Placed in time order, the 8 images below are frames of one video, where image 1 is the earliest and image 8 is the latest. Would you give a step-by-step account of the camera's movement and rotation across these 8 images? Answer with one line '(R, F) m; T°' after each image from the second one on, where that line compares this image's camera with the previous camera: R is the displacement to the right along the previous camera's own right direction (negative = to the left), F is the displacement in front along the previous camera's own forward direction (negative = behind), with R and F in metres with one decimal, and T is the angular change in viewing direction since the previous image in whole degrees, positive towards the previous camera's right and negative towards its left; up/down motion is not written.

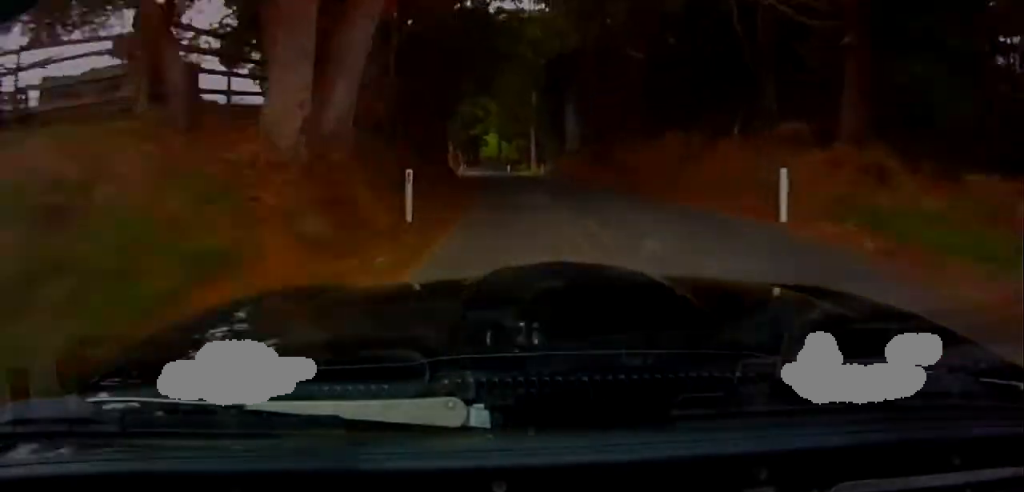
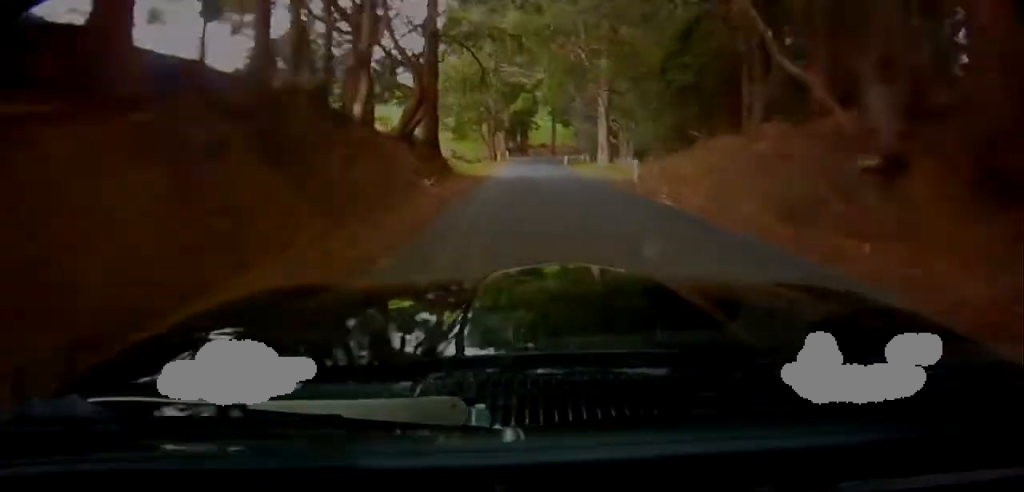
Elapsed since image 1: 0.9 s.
(-1.3, +27.1) m; -4°
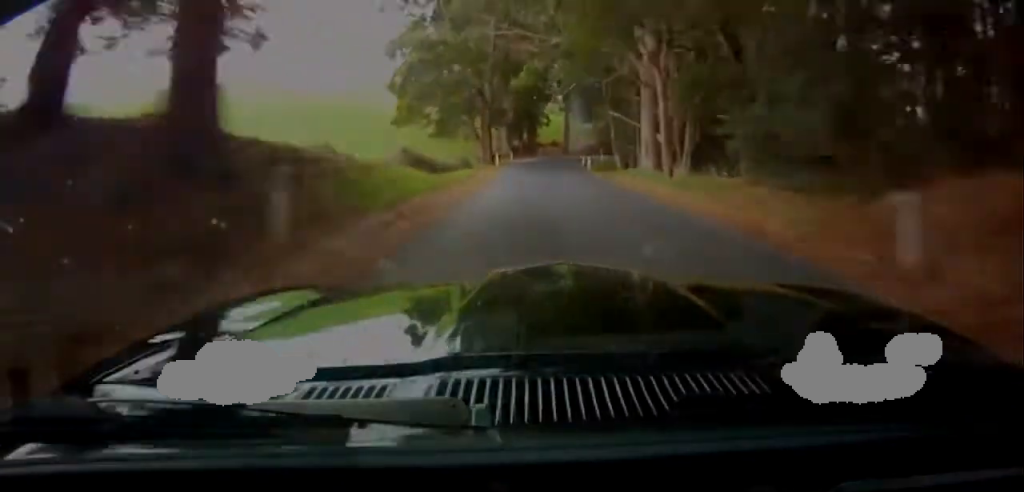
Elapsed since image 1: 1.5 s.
(-0.3, +17.2) m; -1°
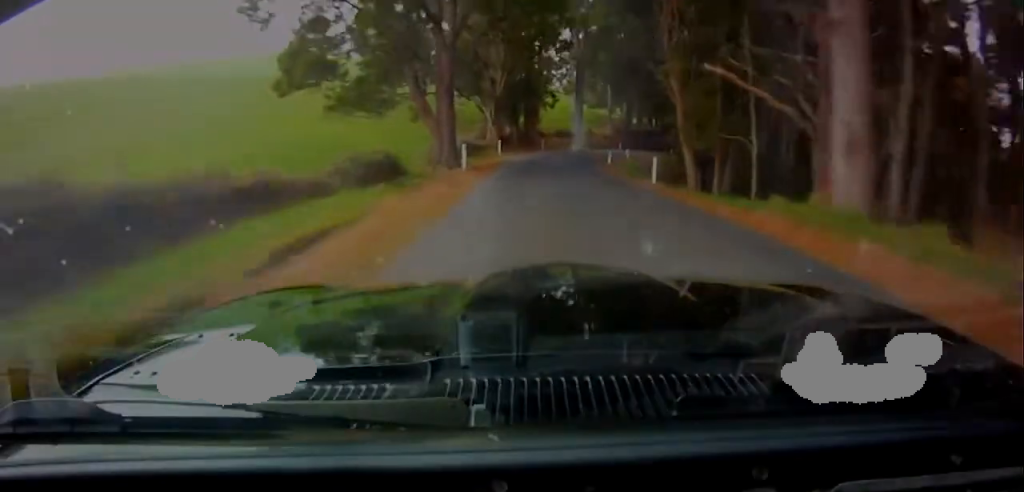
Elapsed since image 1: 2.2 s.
(-0.4, +22.4) m; +1°
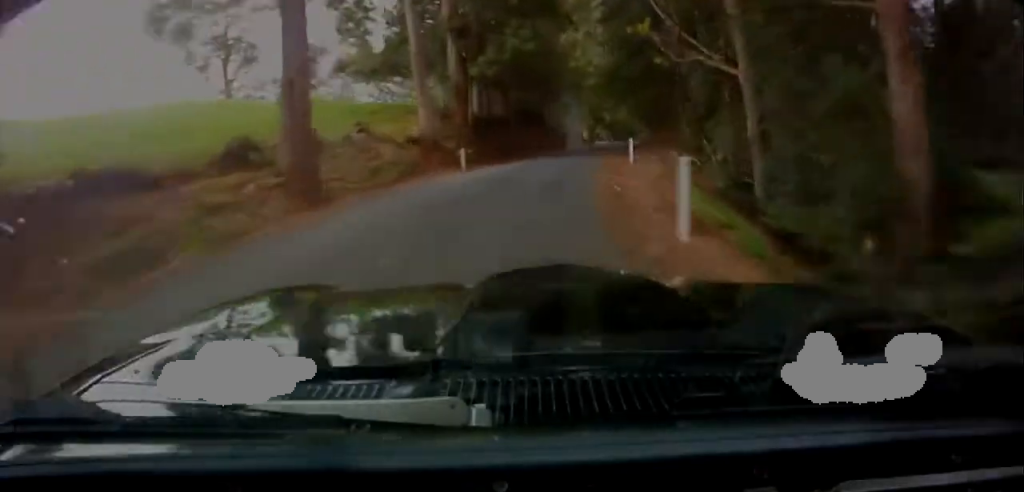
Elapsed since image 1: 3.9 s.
(+3.8, +55.3) m; +8°
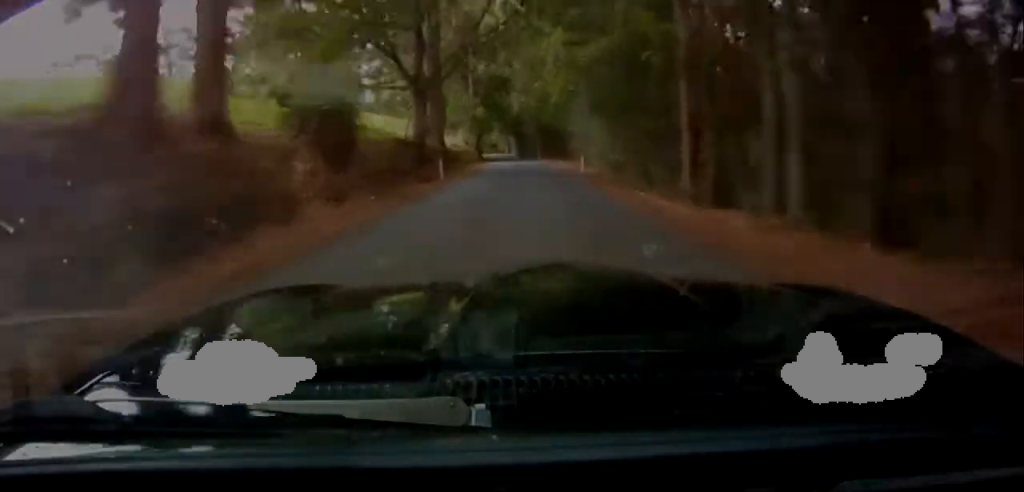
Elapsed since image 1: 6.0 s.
(+12.1, +75.0) m; +17°
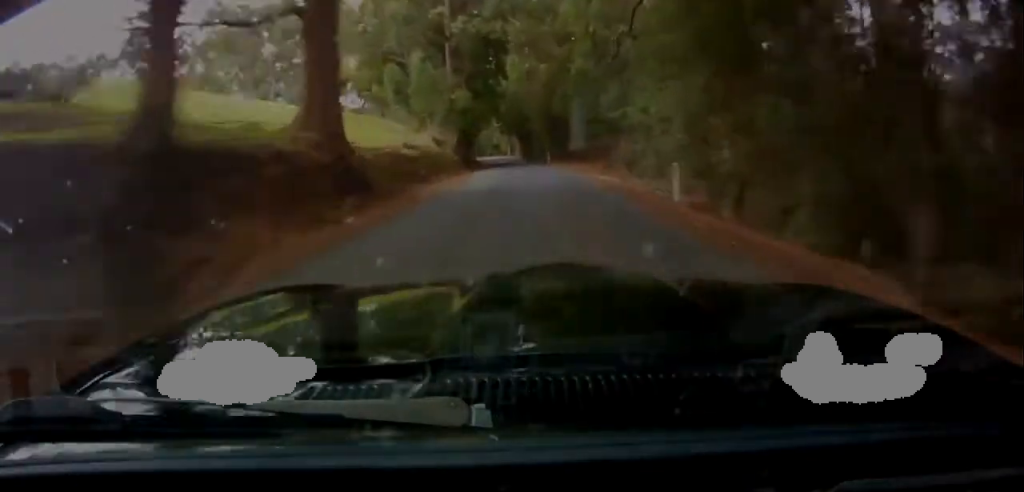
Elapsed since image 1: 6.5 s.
(+0.8, +22.0) m; +2°
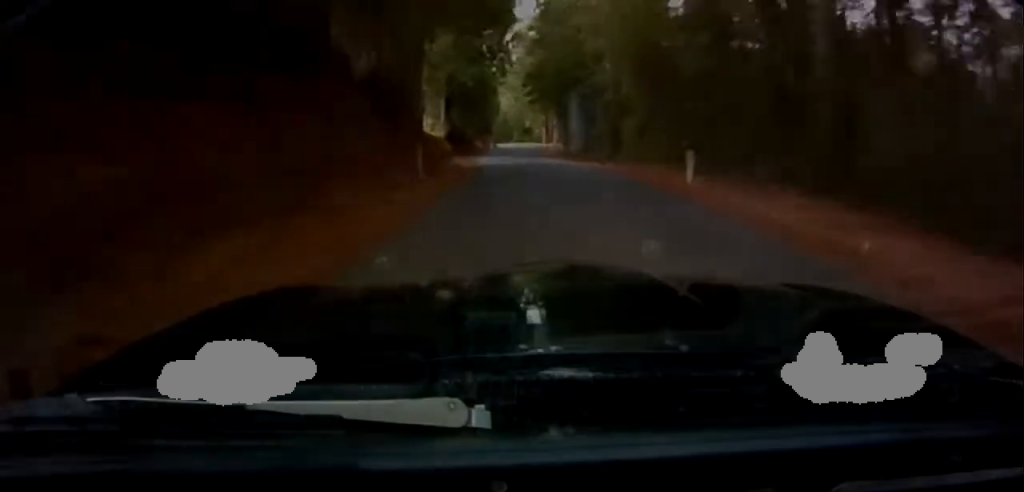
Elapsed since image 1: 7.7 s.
(+0.5, +47.1) m; 0°
